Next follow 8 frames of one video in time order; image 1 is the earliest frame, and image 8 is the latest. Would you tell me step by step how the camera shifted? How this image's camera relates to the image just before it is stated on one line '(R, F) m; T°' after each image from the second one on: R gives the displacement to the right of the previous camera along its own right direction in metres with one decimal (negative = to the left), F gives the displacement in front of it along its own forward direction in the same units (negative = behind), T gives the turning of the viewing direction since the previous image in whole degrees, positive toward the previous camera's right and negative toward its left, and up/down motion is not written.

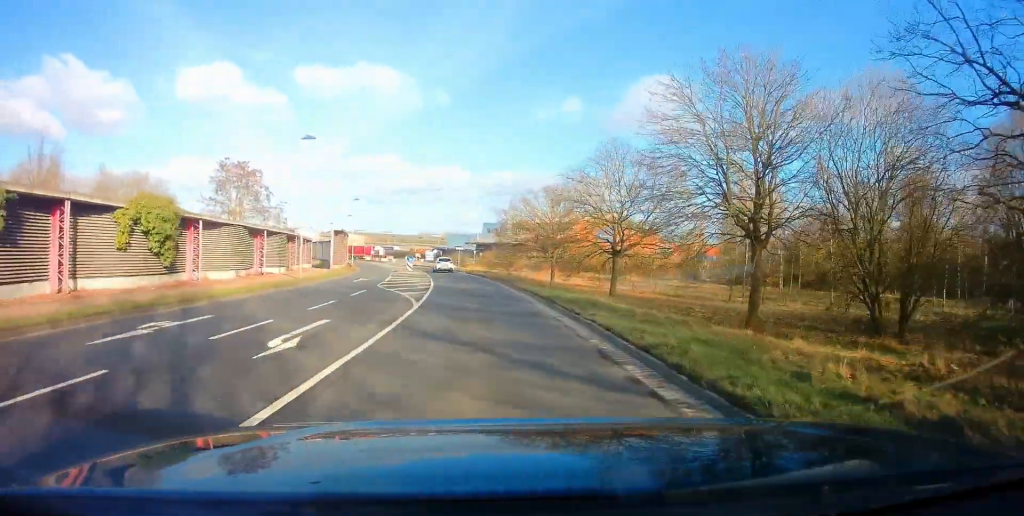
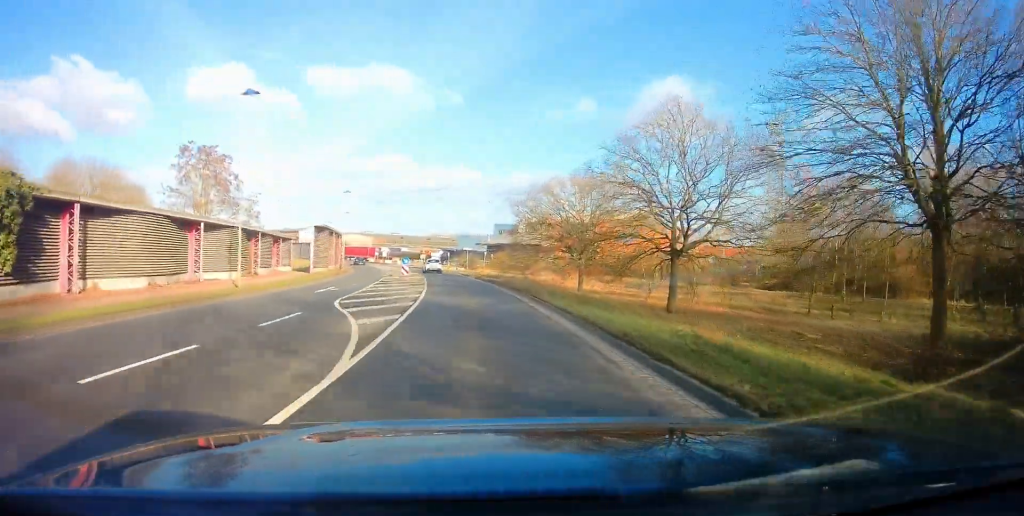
(-0.2, +9.7) m; -1°
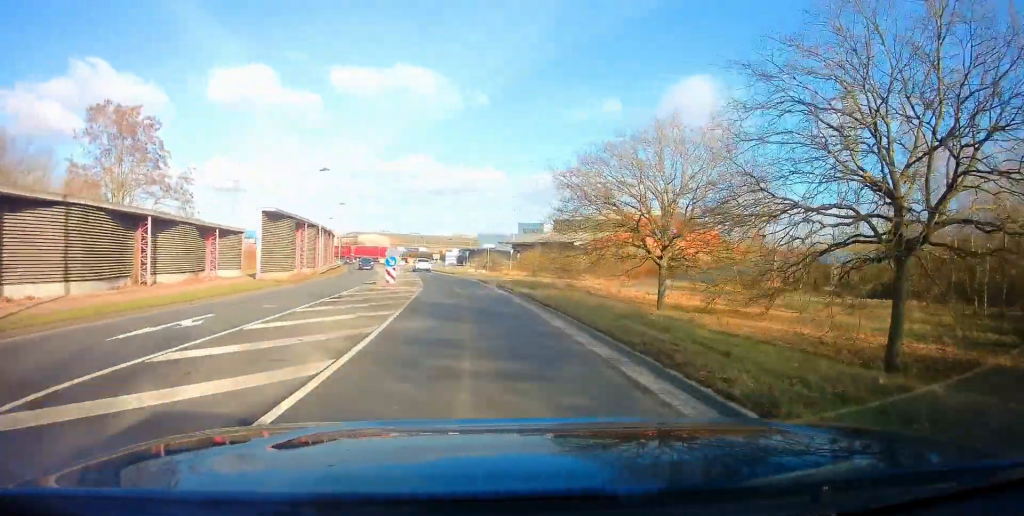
(-0.1, +15.0) m; -2°
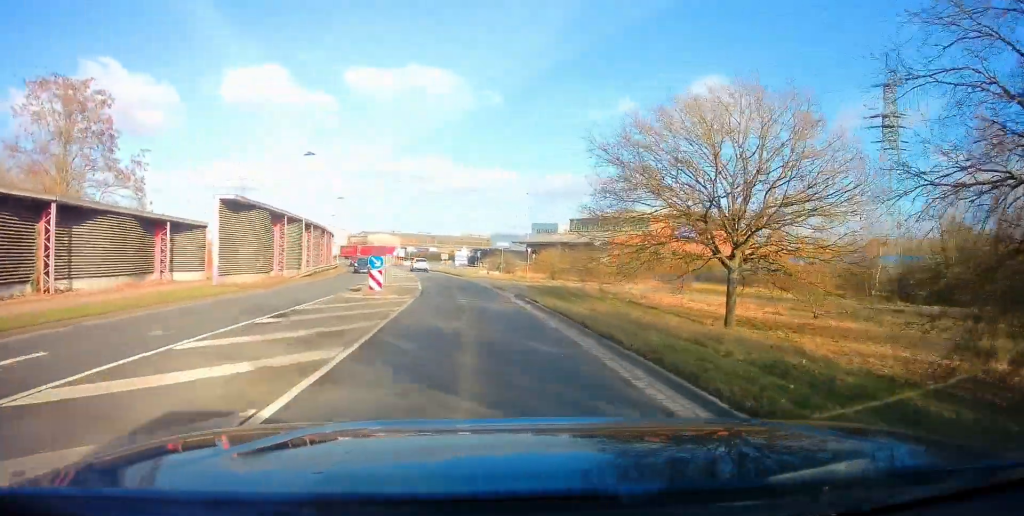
(-0.2, +6.8) m; -2°
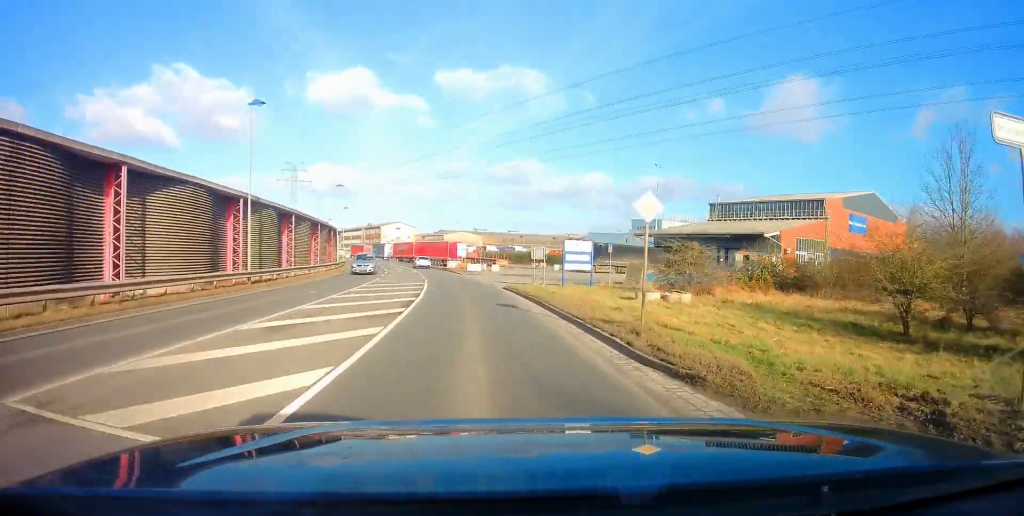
(-3.1, +40.9) m; -9°
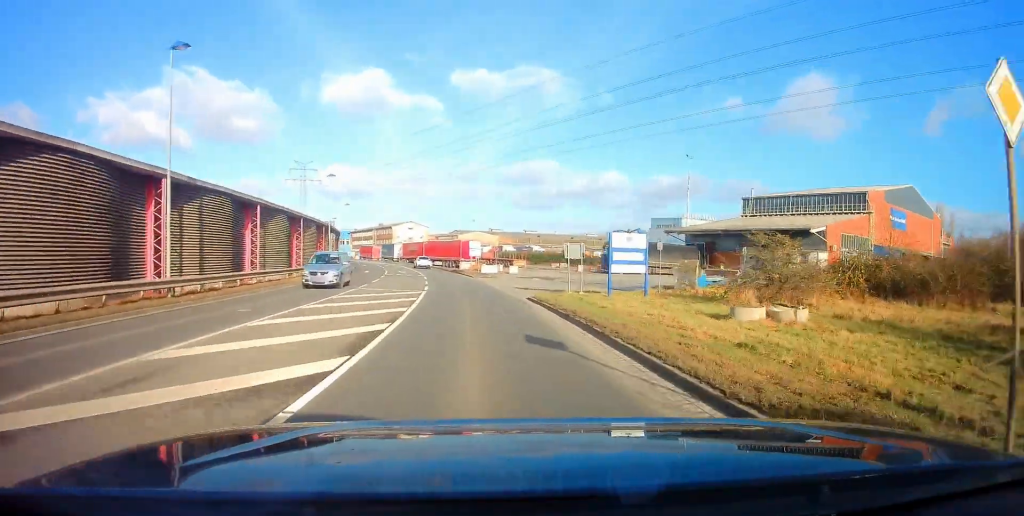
(-0.3, +7.7) m; -2°
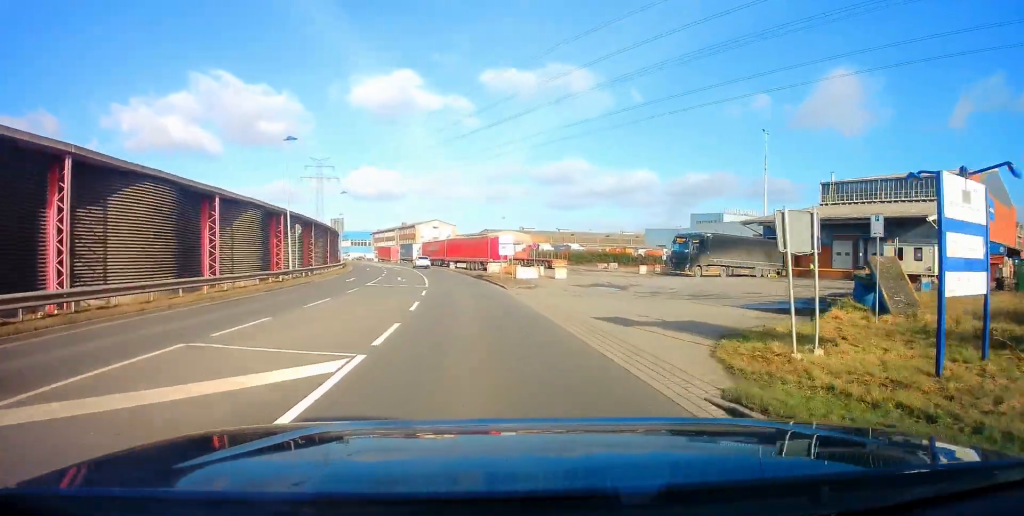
(-0.4, +15.8) m; -3°
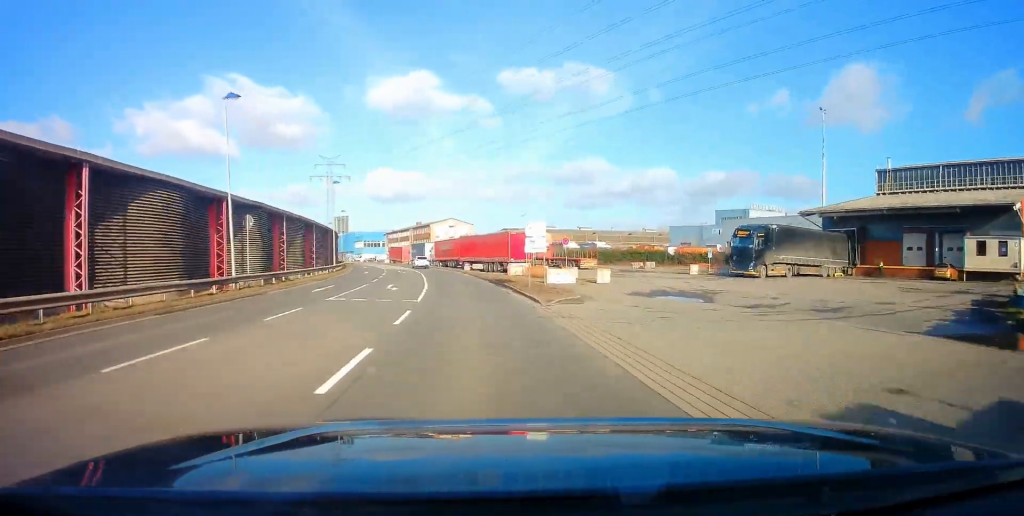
(-0.1, +9.5) m; -1°
